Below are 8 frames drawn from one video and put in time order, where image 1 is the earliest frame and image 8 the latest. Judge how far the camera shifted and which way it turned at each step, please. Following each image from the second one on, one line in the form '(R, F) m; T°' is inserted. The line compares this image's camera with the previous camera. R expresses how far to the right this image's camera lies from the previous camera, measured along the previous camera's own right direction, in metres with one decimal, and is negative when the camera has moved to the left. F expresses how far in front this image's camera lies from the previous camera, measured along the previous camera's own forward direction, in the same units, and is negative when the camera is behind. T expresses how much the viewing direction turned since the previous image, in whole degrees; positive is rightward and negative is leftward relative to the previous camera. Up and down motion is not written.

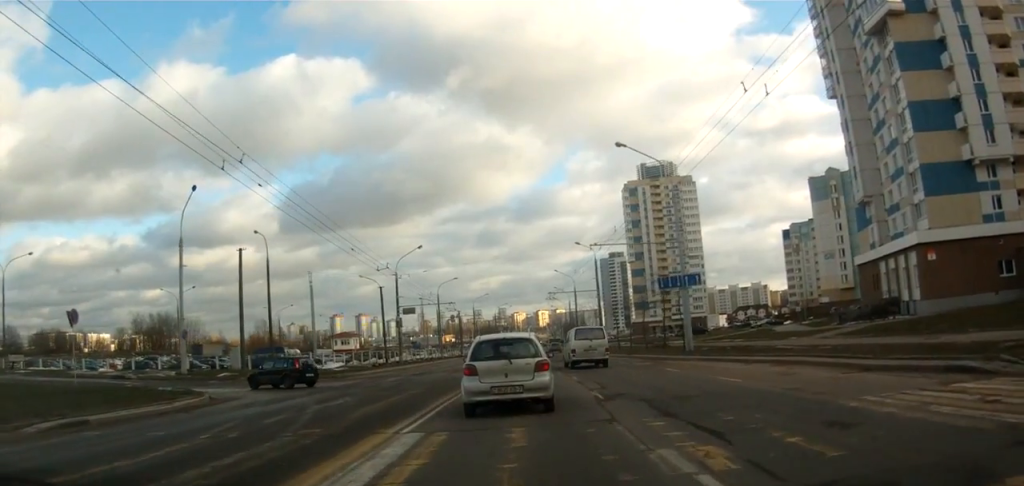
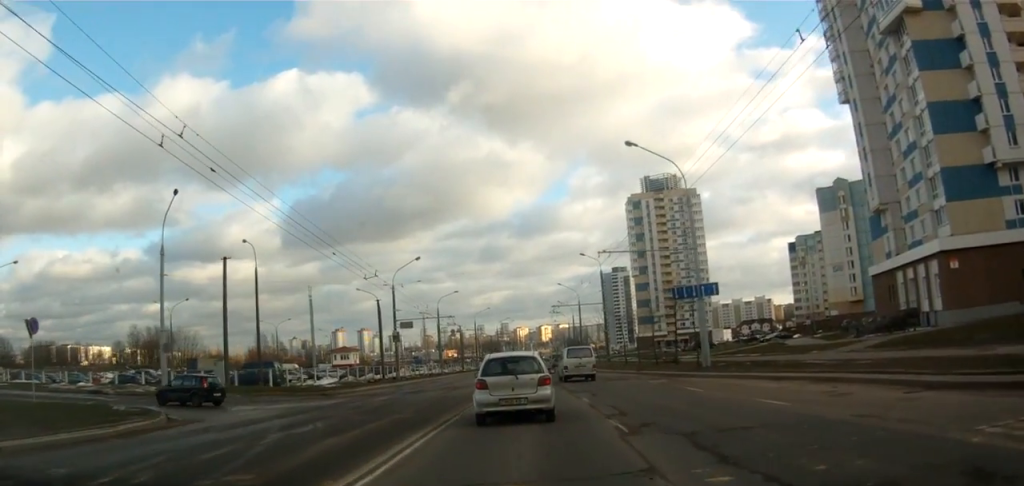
(0.0, +3.2) m; +1°
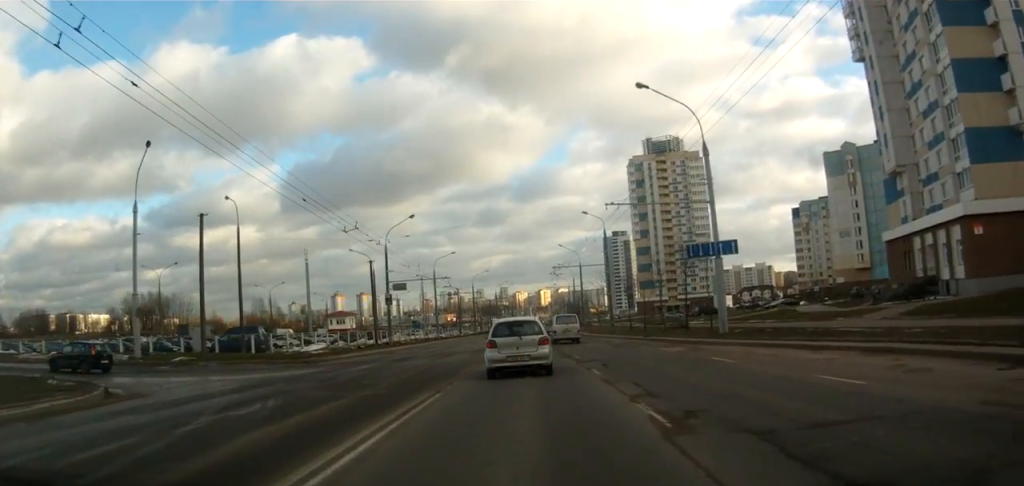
(+0.1, +3.2) m; +2°
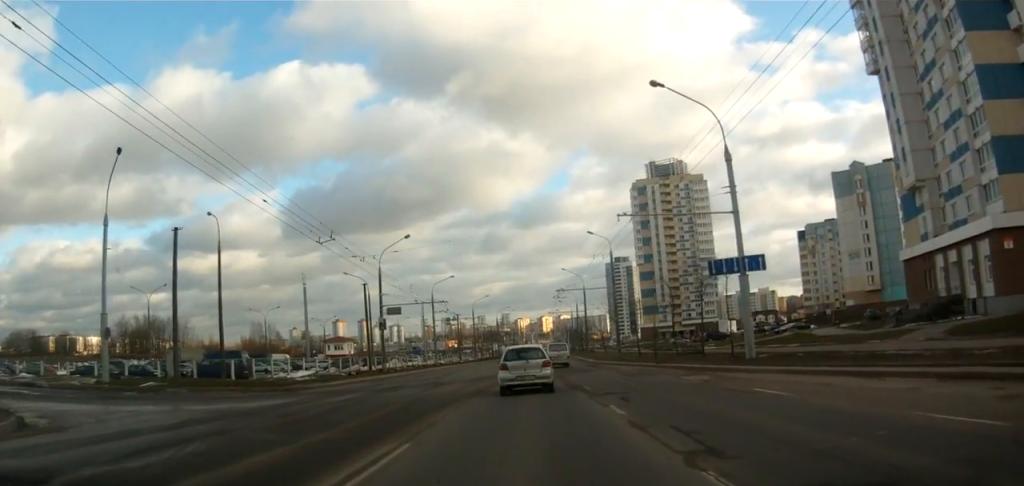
(0.0, +3.7) m; -2°
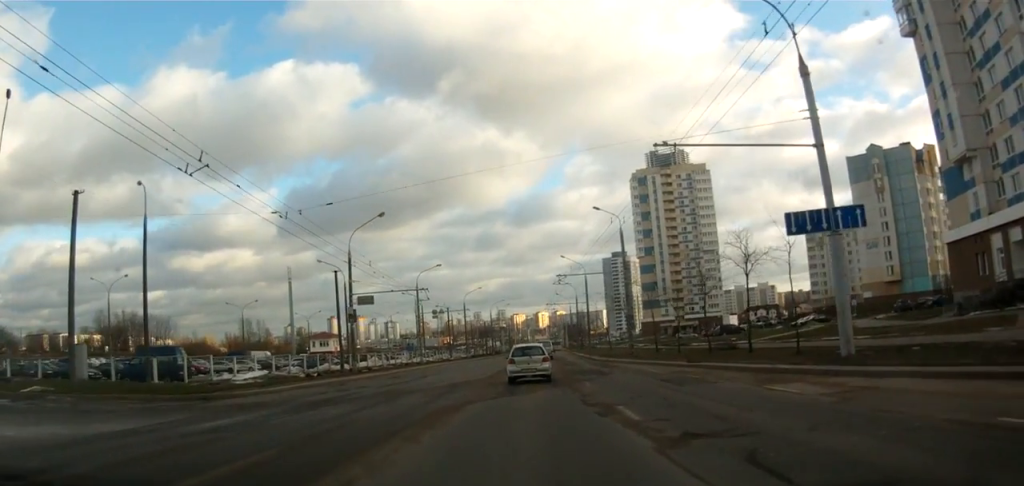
(-0.5, +8.0) m; -3°
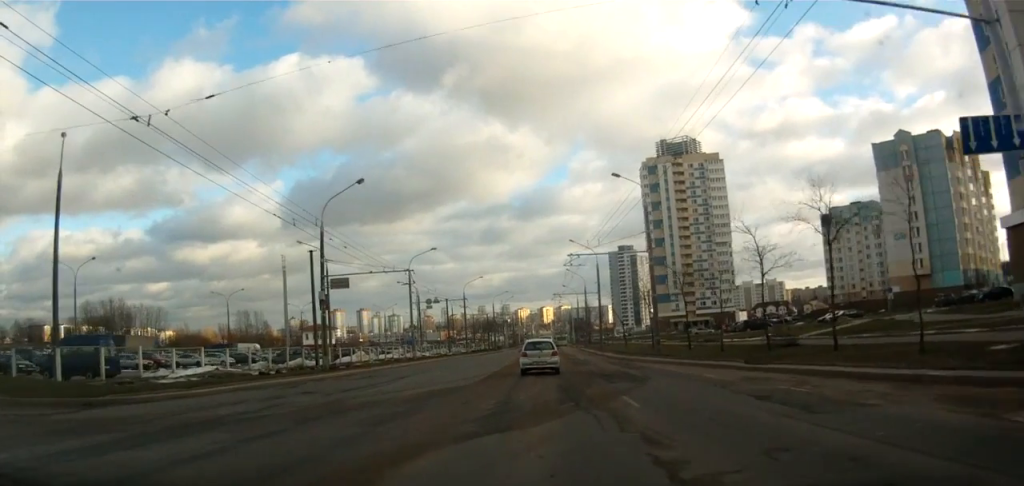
(+0.3, +7.3) m; +3°
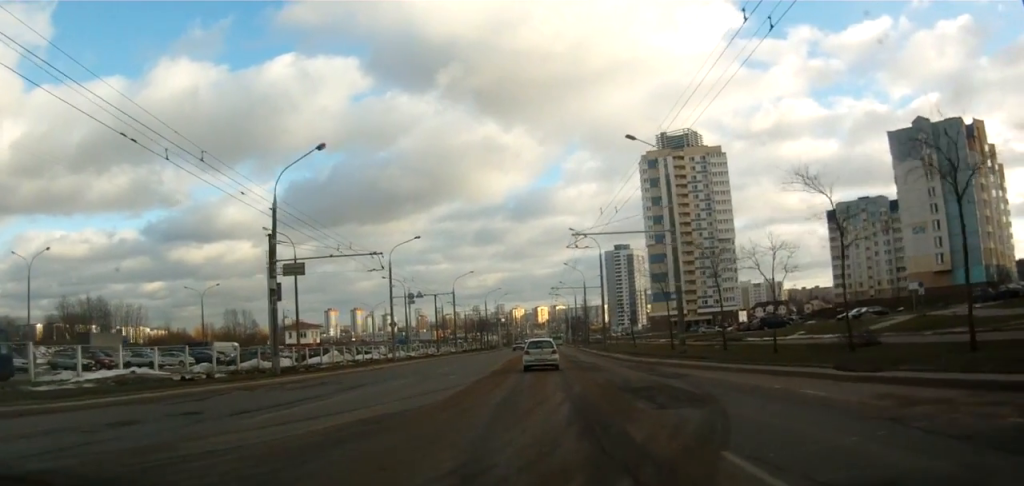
(0.0, +7.2) m; -1°
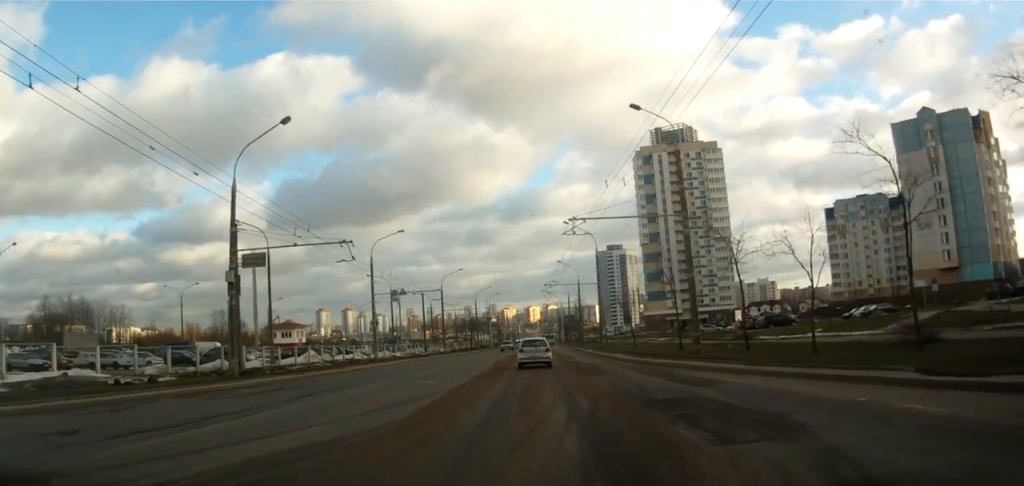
(0.0, +4.2) m; 0°
